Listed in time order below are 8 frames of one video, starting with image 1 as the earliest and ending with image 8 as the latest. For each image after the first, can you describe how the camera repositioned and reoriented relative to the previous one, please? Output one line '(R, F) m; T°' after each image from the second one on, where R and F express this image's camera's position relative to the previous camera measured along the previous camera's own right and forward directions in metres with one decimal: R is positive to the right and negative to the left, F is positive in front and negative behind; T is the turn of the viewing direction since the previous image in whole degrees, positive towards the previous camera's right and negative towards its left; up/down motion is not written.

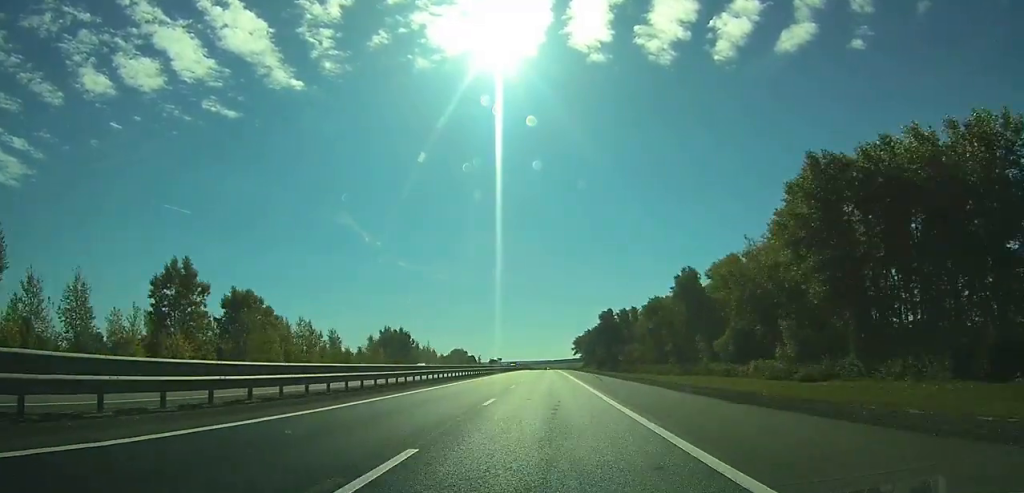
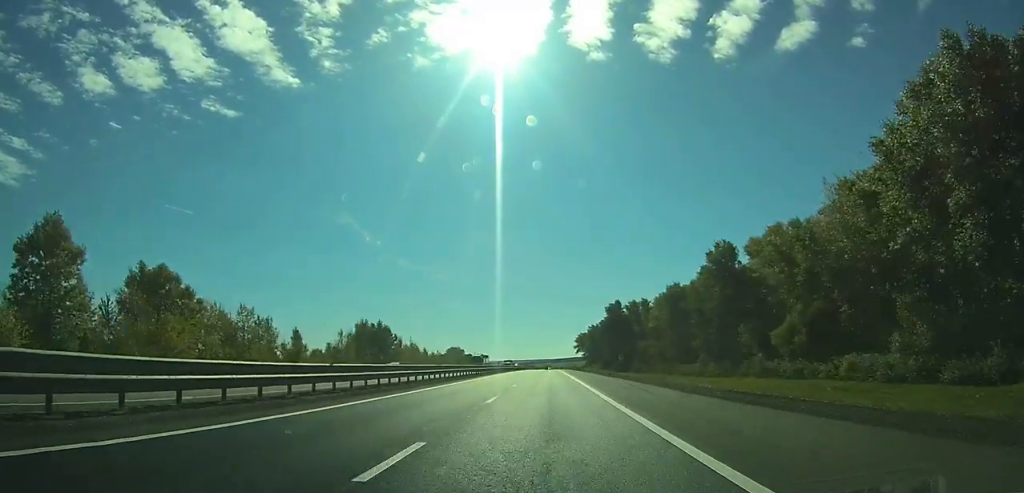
(+0.1, +23.2) m; 0°
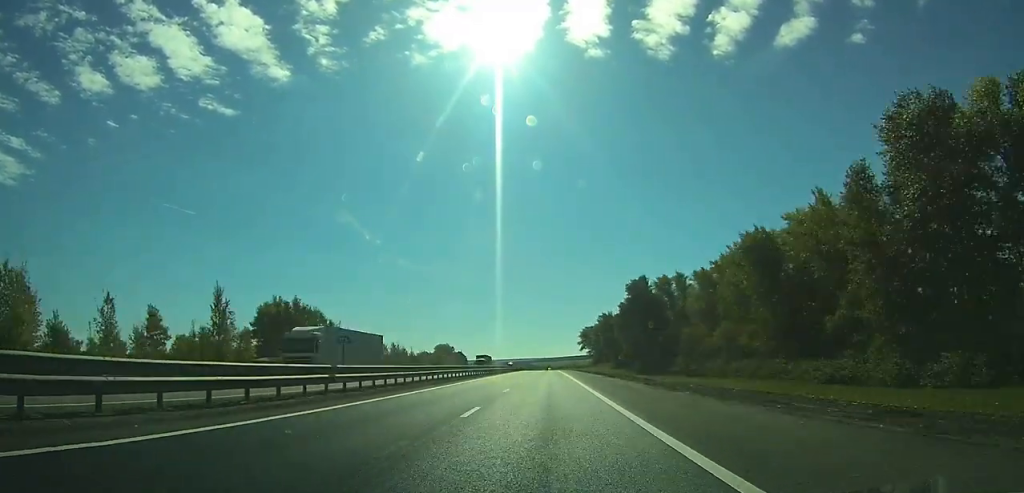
(0.0, +52.3) m; 0°
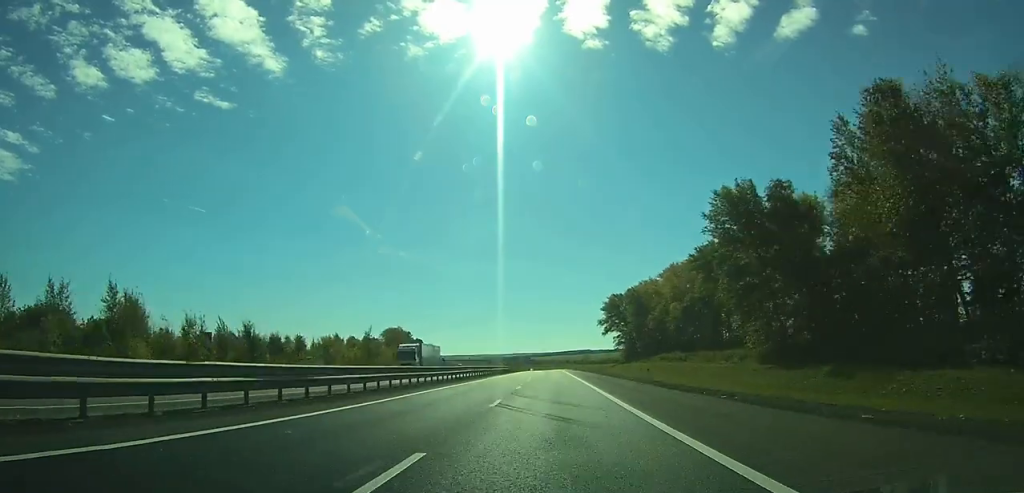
(-0.2, +139.7) m; 0°
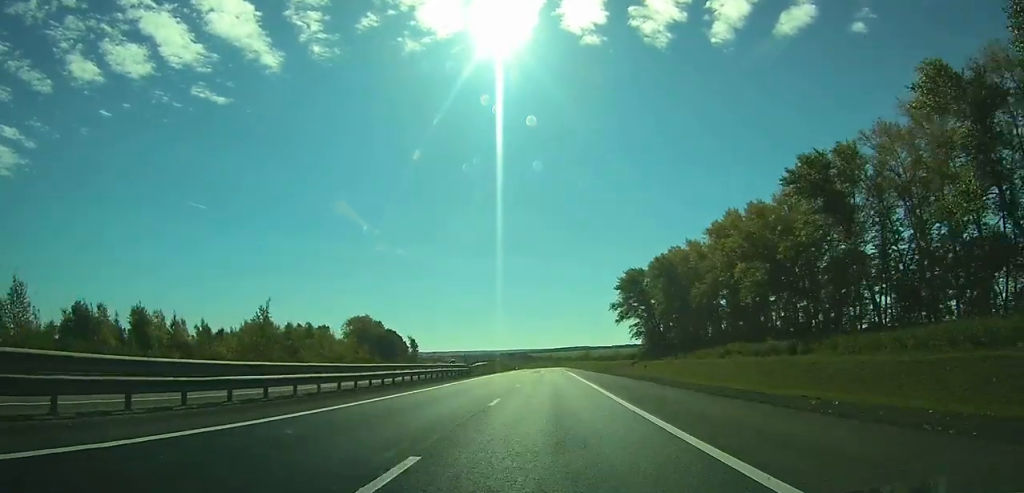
(0.0, +48.3) m; 0°
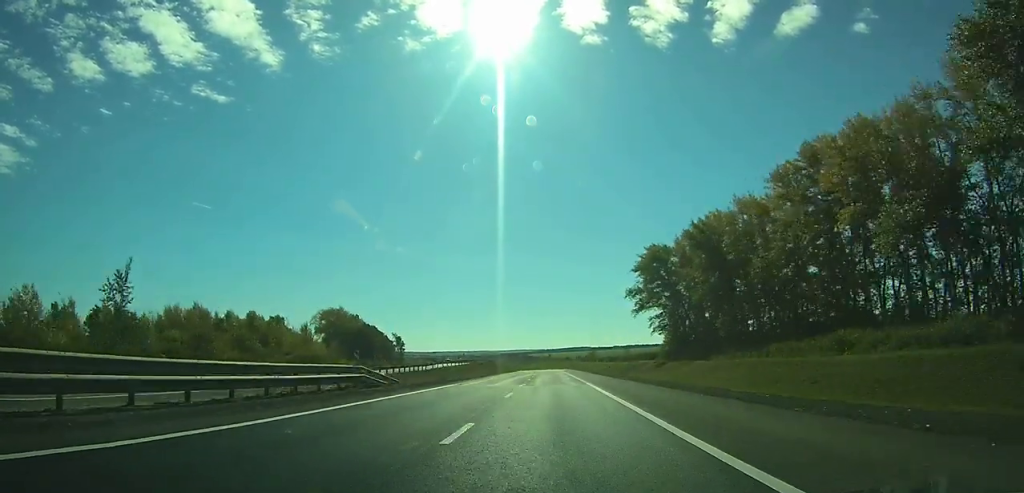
(+0.1, +31.6) m; 0°
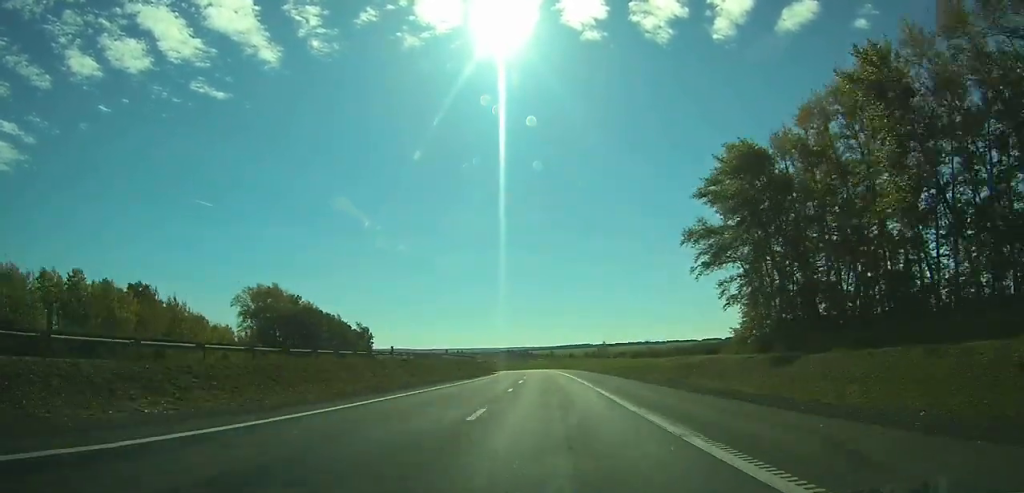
(-0.1, +53.7) m; 0°
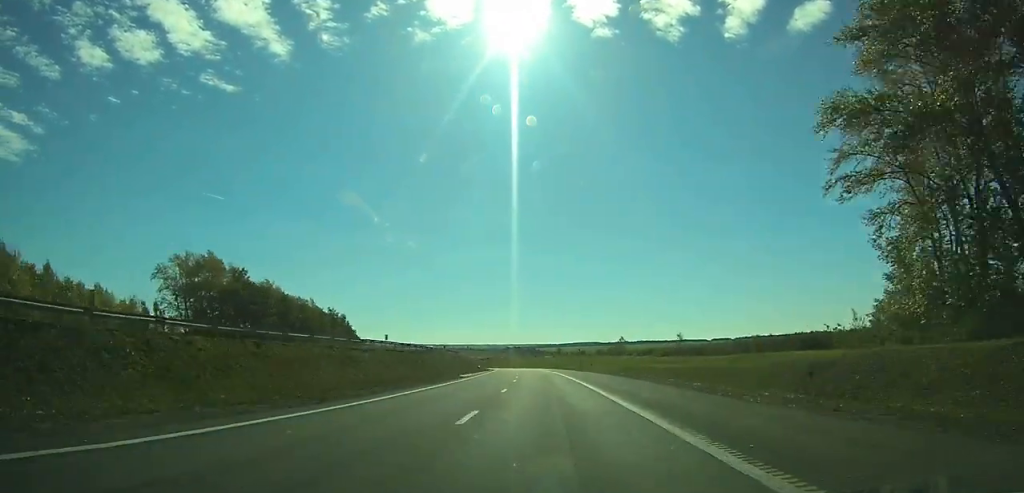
(-0.2, +37.0) m; -1°
